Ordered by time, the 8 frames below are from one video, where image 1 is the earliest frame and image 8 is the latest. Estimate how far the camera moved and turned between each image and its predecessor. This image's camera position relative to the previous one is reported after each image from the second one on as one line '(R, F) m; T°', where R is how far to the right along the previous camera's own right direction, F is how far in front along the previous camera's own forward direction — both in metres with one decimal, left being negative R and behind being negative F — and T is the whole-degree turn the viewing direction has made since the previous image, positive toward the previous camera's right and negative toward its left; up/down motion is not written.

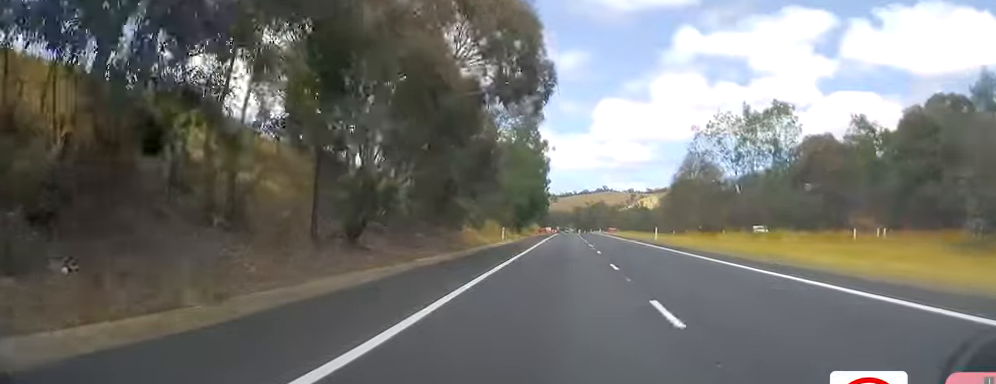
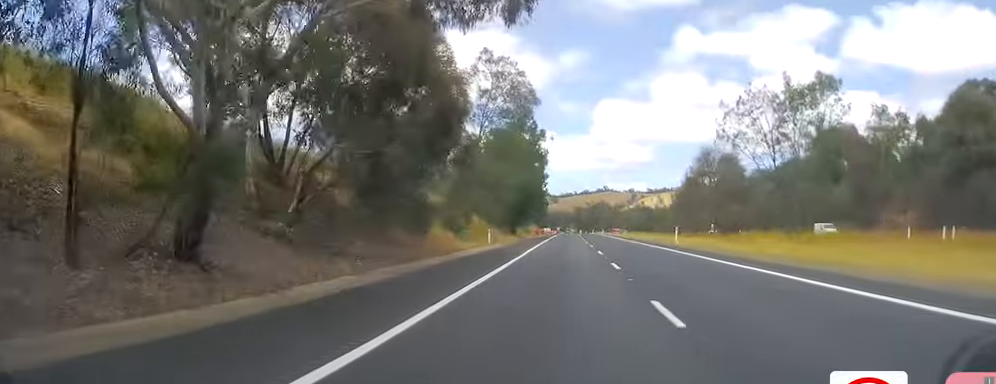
(0.0, +11.4) m; 0°
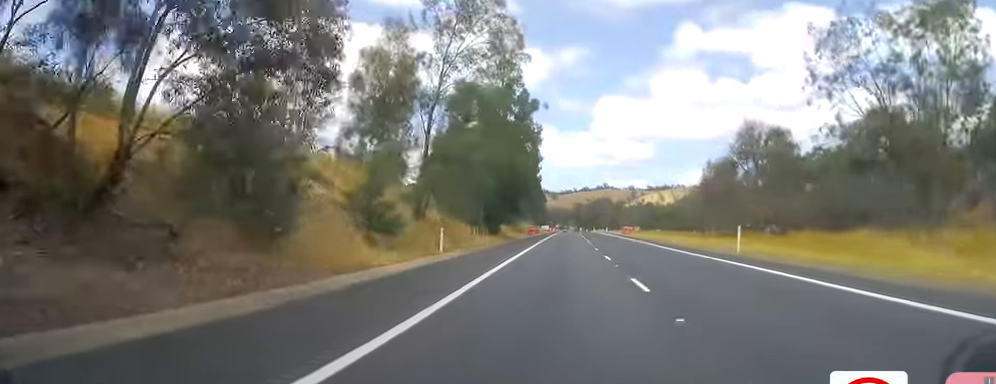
(+0.3, +19.1) m; 0°
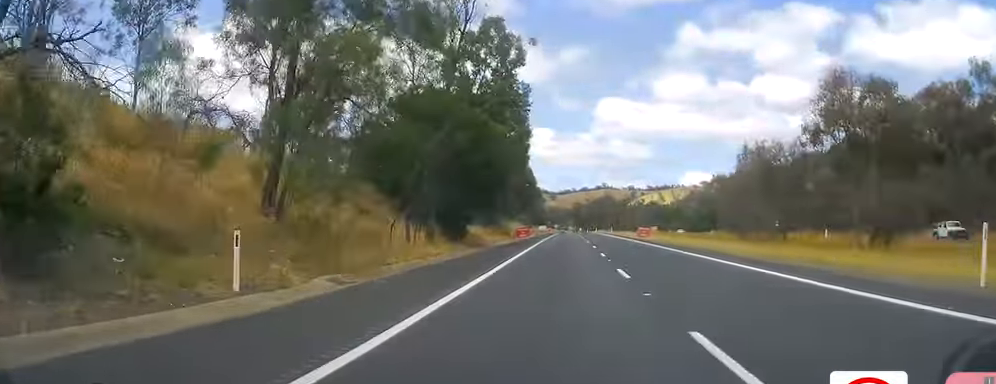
(-0.5, +20.1) m; -1°
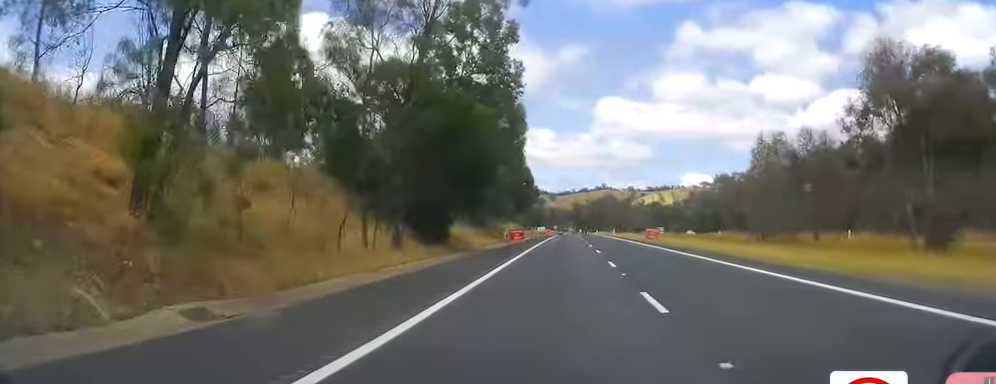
(0.0, +6.5) m; 0°
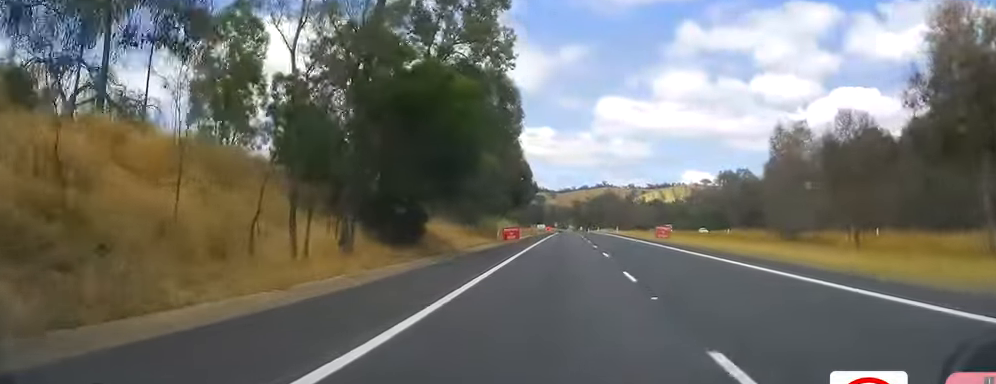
(+0.1, +6.6) m; 0°
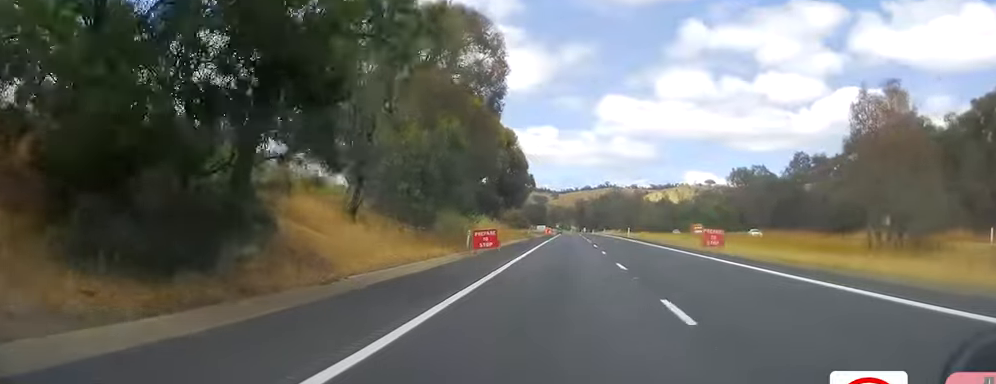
(+0.1, +18.2) m; 0°
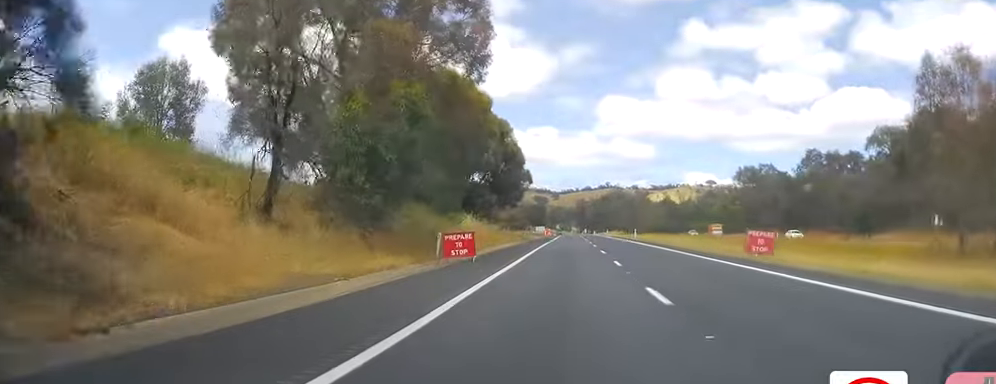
(0.0, +8.9) m; 0°
